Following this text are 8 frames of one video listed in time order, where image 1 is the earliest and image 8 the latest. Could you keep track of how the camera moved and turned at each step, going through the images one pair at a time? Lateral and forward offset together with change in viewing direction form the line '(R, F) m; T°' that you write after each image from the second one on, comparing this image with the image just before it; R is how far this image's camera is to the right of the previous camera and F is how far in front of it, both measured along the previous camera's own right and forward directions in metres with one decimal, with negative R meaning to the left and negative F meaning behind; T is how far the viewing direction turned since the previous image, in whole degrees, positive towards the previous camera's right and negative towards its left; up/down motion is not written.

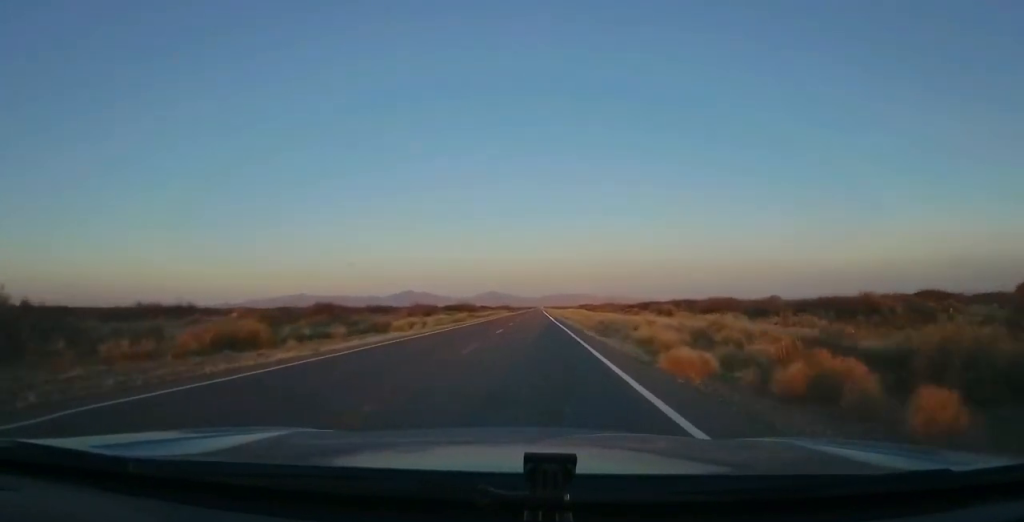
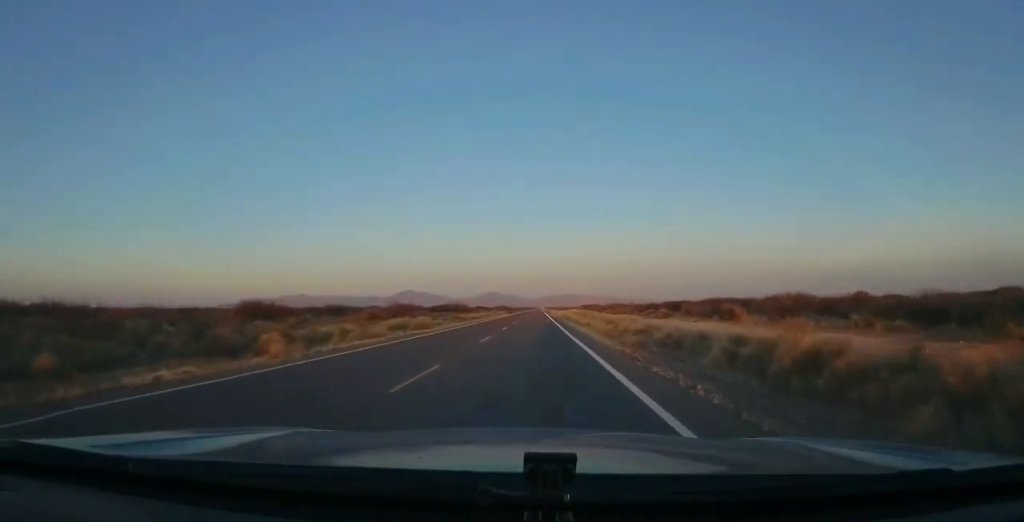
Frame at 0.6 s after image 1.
(0.0, +18.5) m; 0°
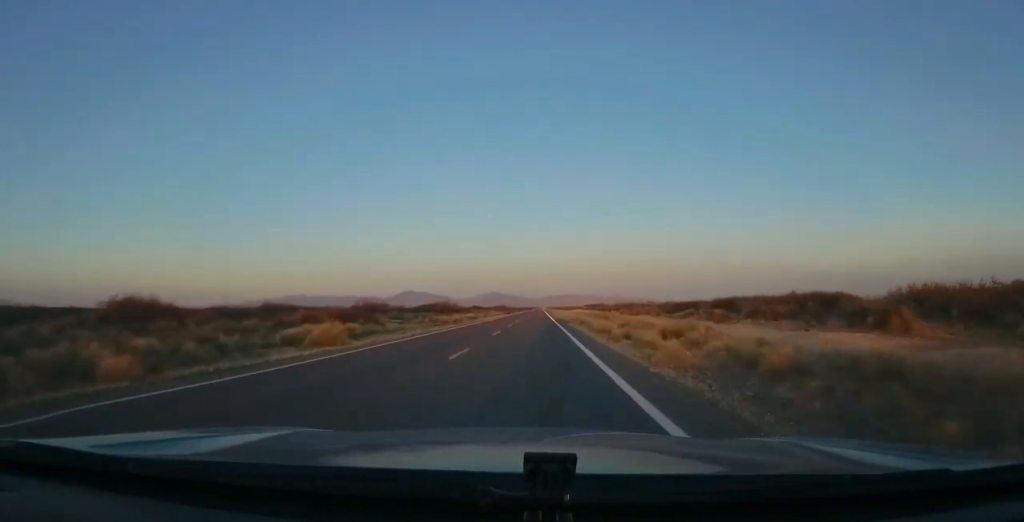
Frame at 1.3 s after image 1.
(+0.1, +18.5) m; -1°
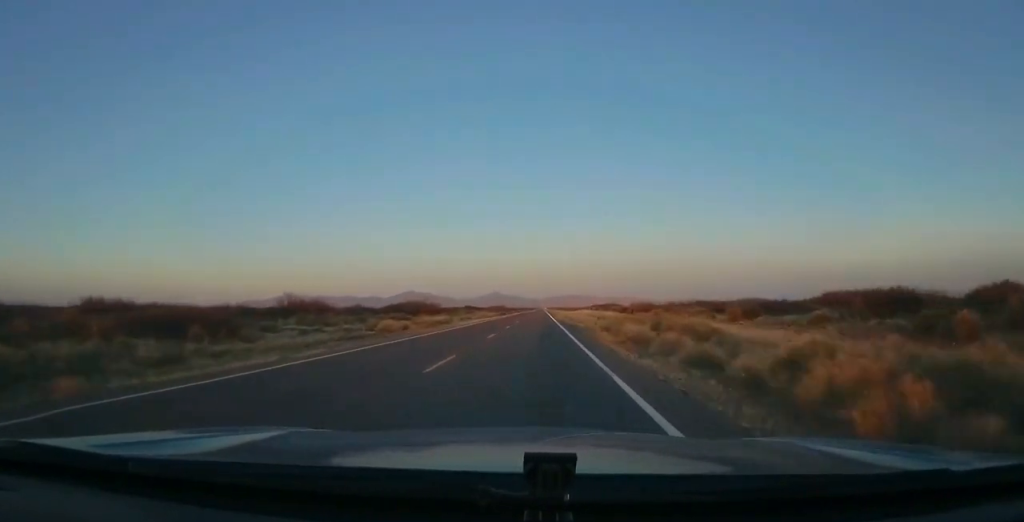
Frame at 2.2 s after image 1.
(-0.4, +26.4) m; 0°
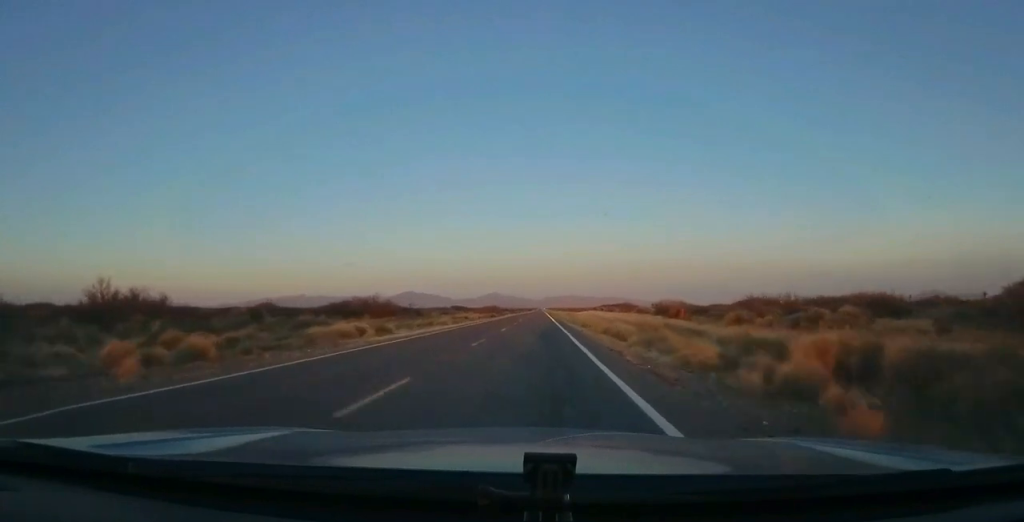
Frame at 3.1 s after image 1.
(+0.5, +28.3) m; +1°
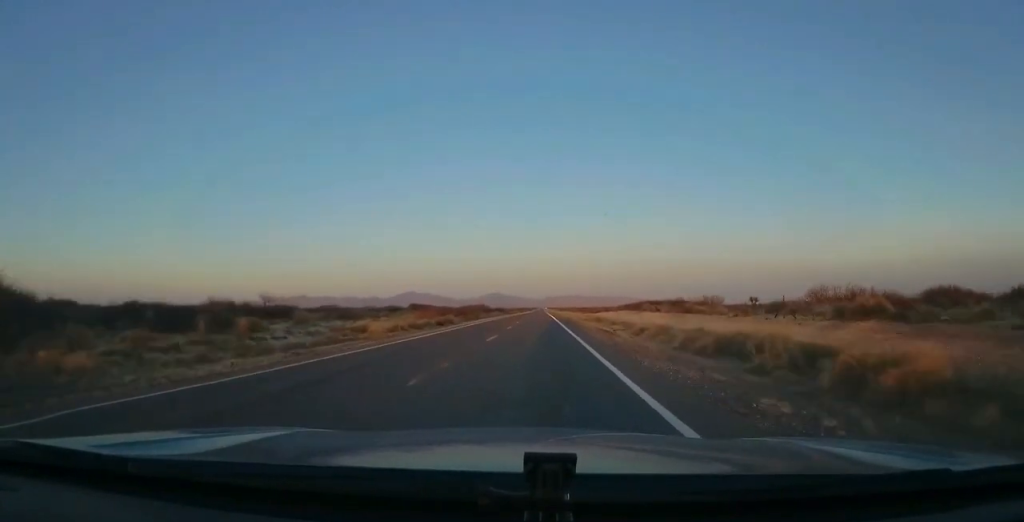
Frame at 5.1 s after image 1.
(+0.1, +56.6) m; -1°
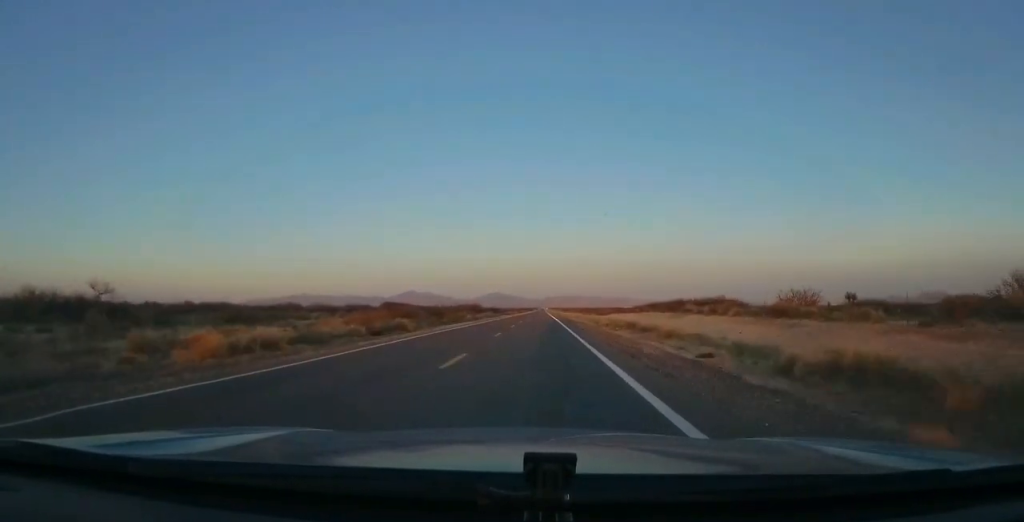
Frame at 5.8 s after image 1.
(-0.3, +21.5) m; 0°
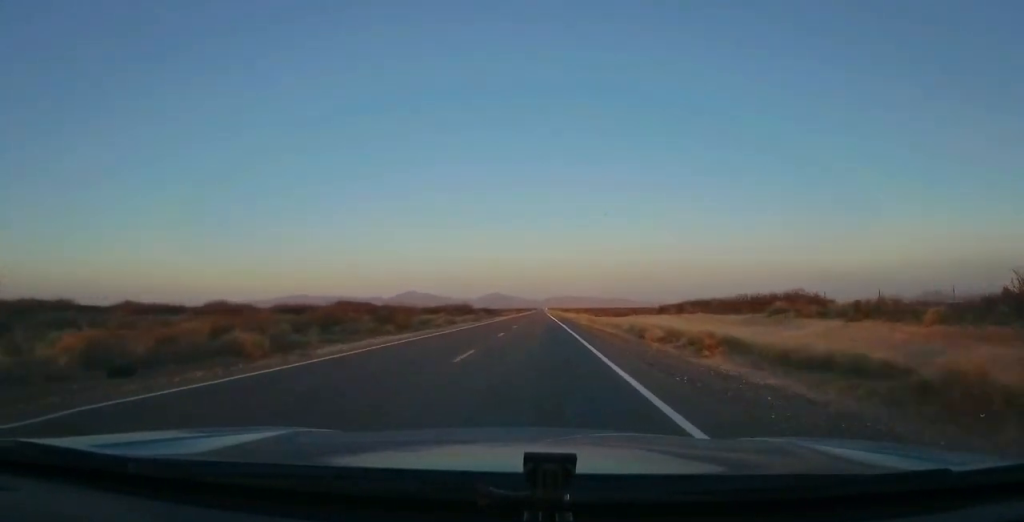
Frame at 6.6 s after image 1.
(0.0, +22.5) m; 0°
